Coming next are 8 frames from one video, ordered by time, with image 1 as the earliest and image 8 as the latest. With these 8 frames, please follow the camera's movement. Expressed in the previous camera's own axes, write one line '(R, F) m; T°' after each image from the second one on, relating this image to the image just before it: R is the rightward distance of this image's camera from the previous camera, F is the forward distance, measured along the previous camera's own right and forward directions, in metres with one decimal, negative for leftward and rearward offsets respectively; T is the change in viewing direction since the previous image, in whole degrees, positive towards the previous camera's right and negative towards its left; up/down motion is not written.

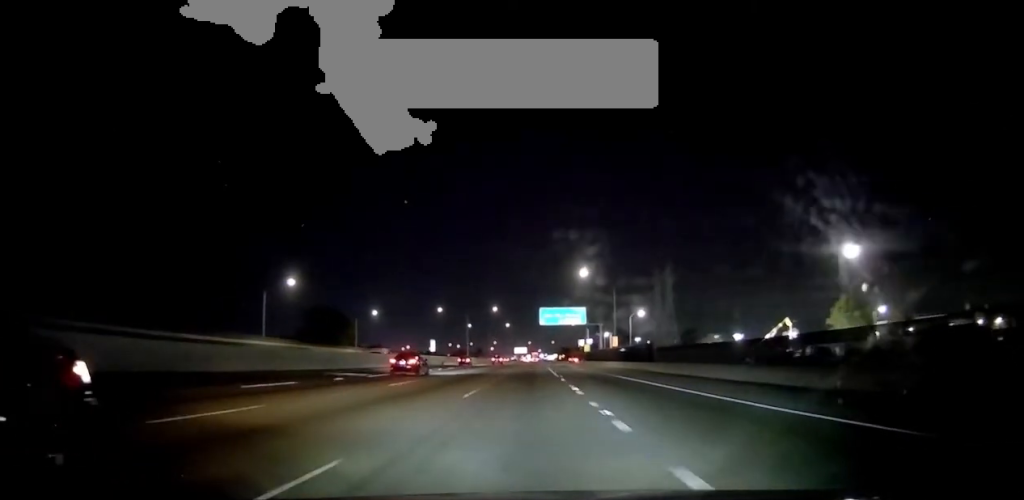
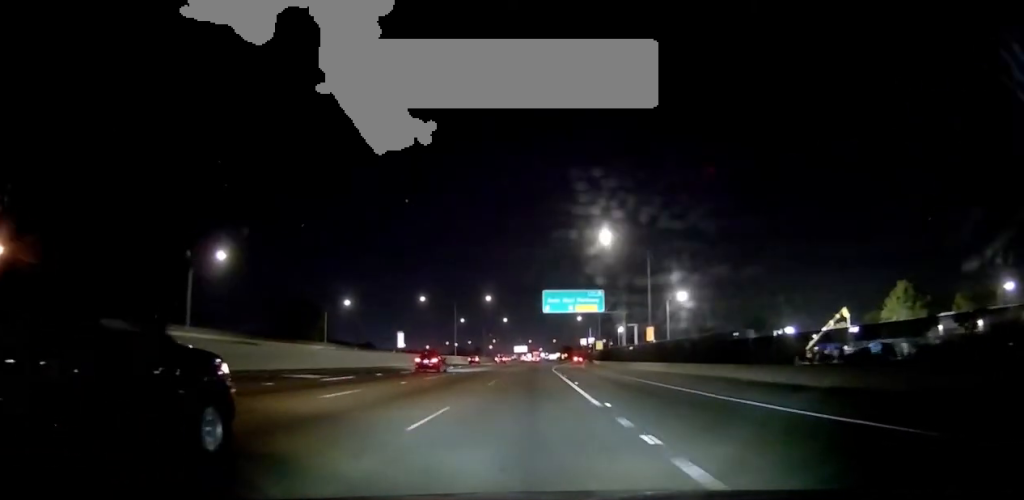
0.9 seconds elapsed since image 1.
(-0.8, +22.1) m; 0°
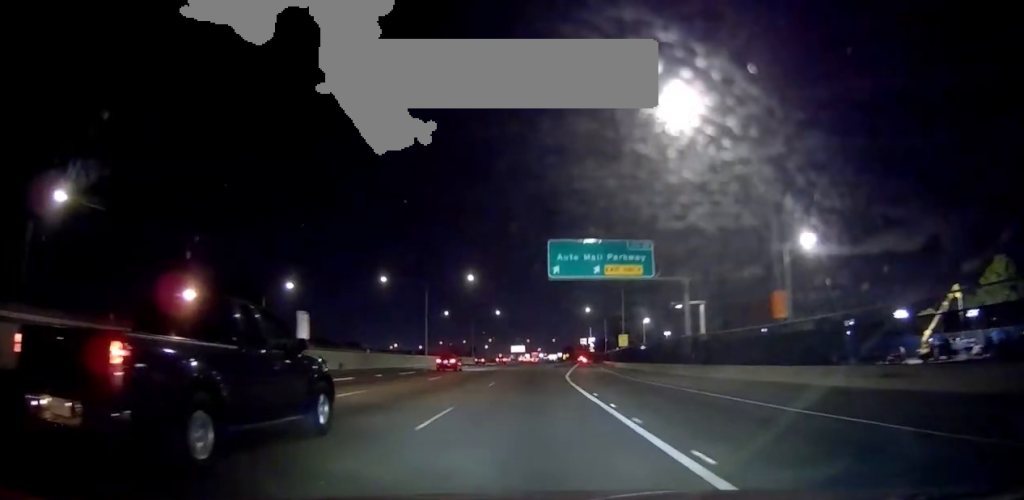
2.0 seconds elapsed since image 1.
(+0.7, +29.0) m; +2°
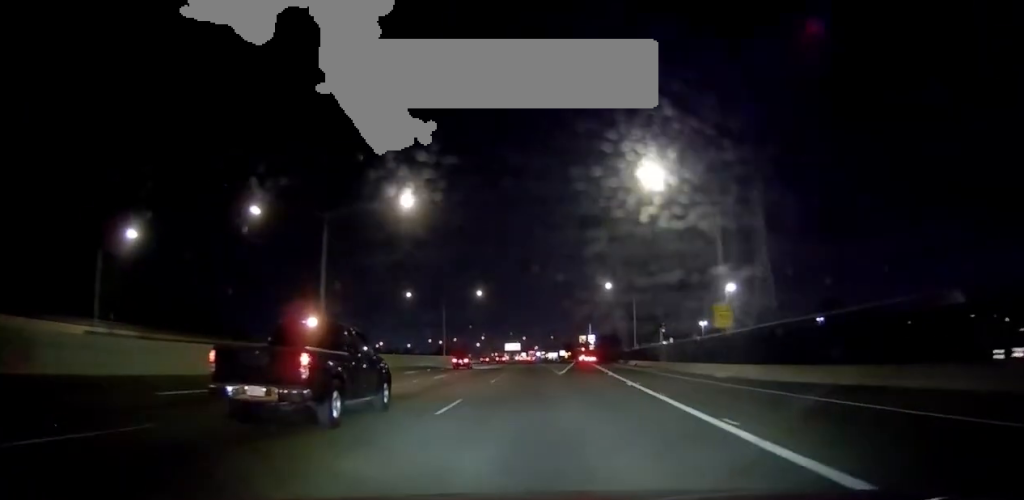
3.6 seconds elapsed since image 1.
(+0.3, +41.0) m; 0°
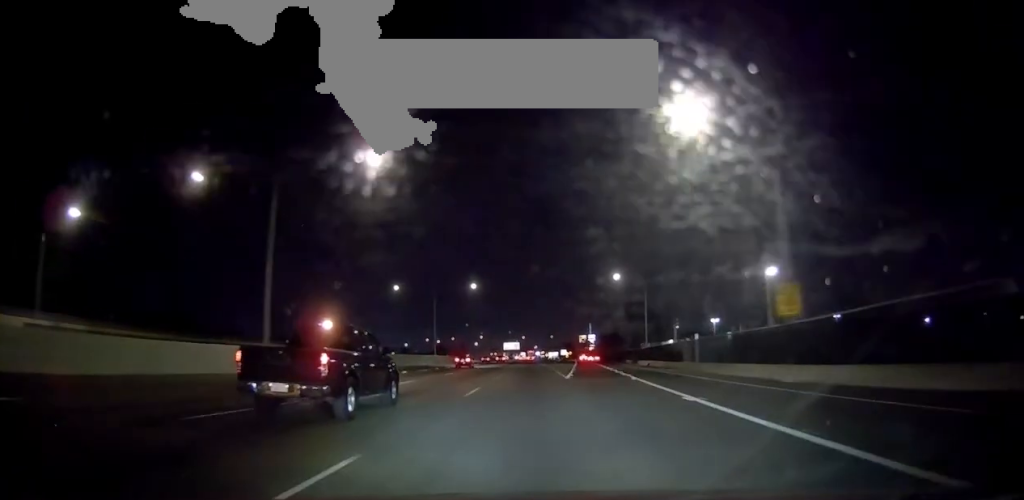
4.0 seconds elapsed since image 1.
(+0.1, +10.3) m; 0°
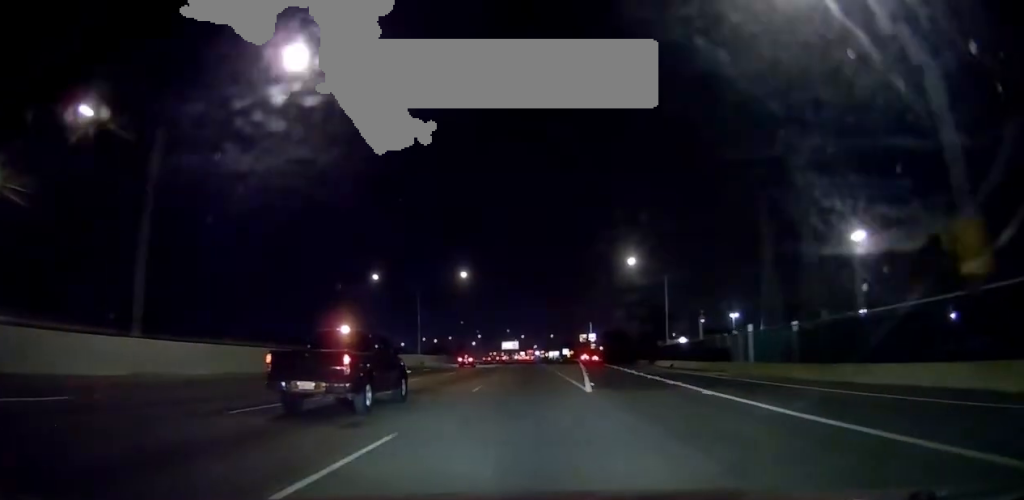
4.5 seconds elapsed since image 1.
(-0.2, +12.8) m; -1°
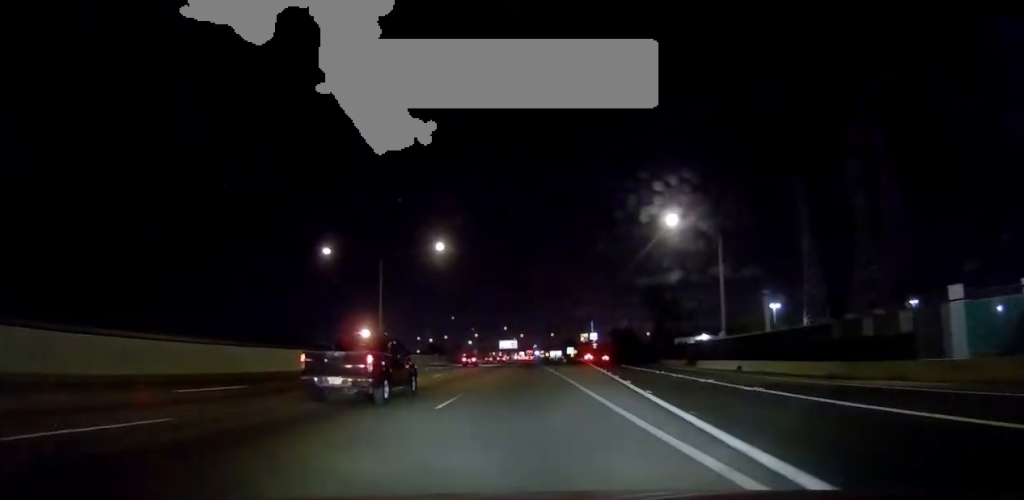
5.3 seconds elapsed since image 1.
(-0.3, +20.5) m; -1°
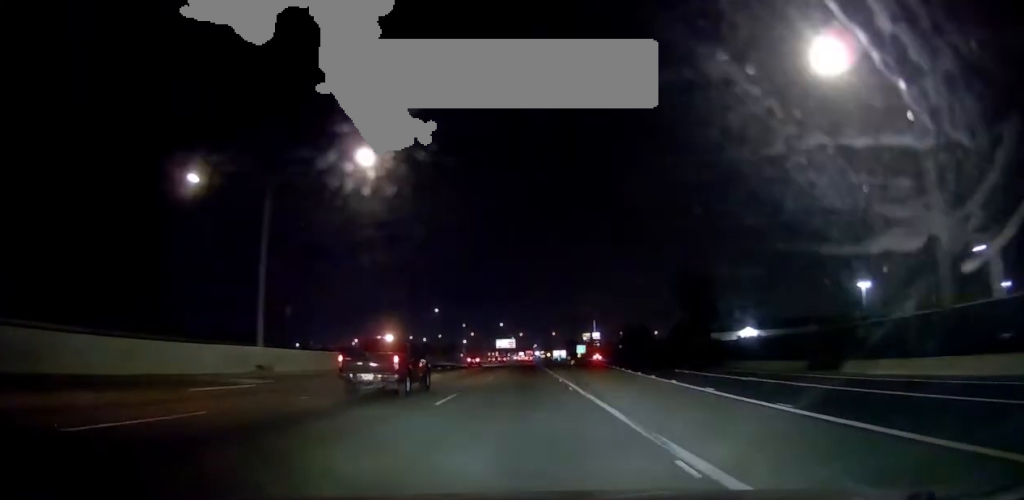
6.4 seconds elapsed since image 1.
(+0.3, +28.1) m; +2°
